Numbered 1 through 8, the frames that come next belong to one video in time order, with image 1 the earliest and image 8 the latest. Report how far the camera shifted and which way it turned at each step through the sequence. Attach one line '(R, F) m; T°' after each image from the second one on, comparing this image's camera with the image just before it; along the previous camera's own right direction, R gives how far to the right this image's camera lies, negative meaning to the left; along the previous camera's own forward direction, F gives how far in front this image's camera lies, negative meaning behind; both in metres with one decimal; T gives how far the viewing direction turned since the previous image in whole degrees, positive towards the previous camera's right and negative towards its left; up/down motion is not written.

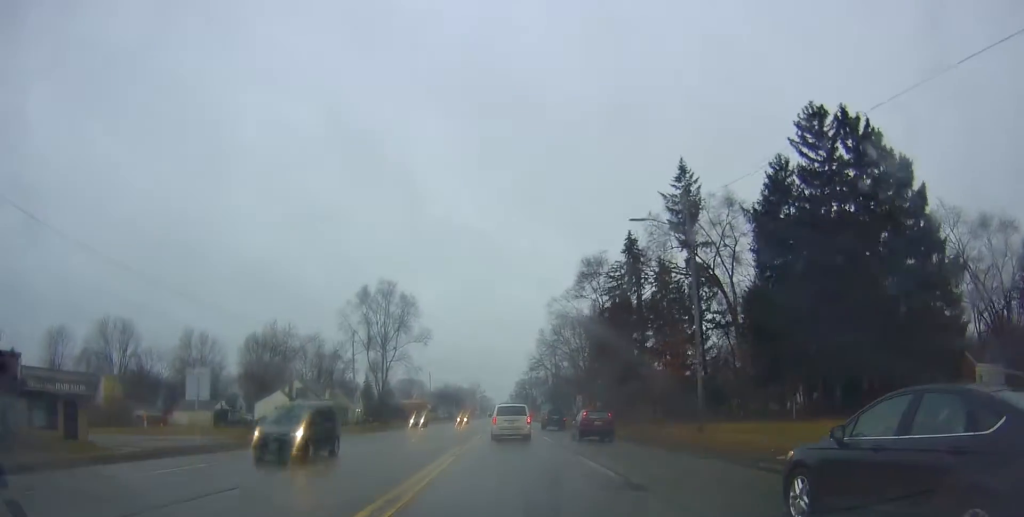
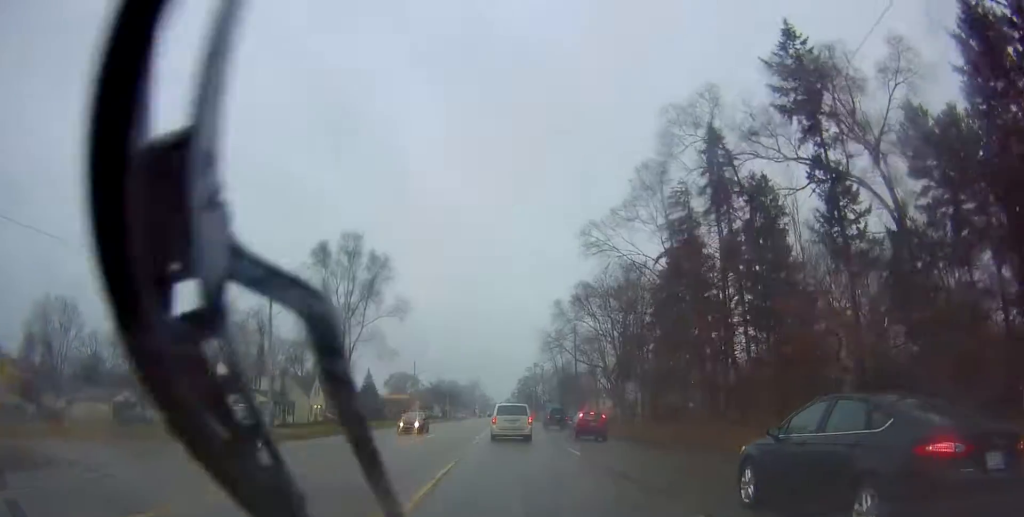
(-0.5, +23.7) m; 0°
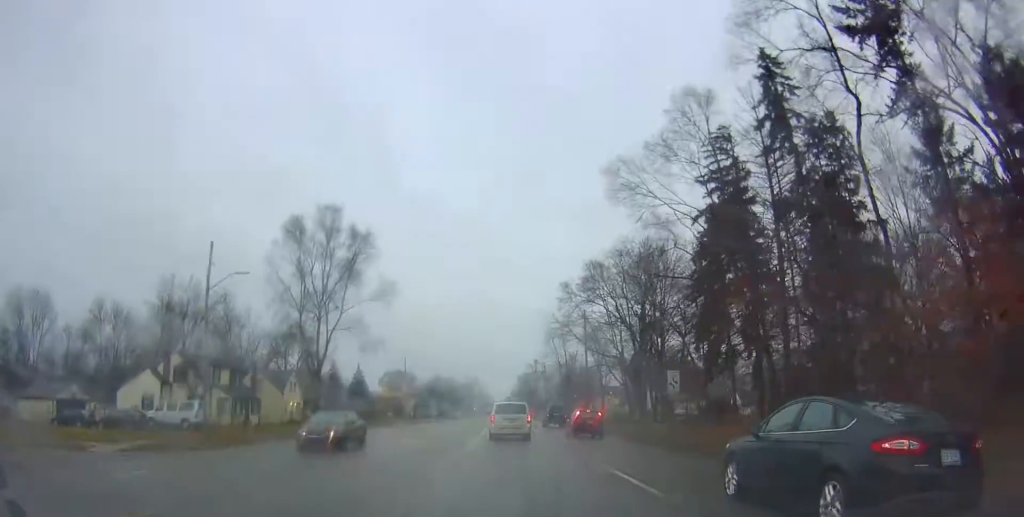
(+0.4, +9.2) m; +1°
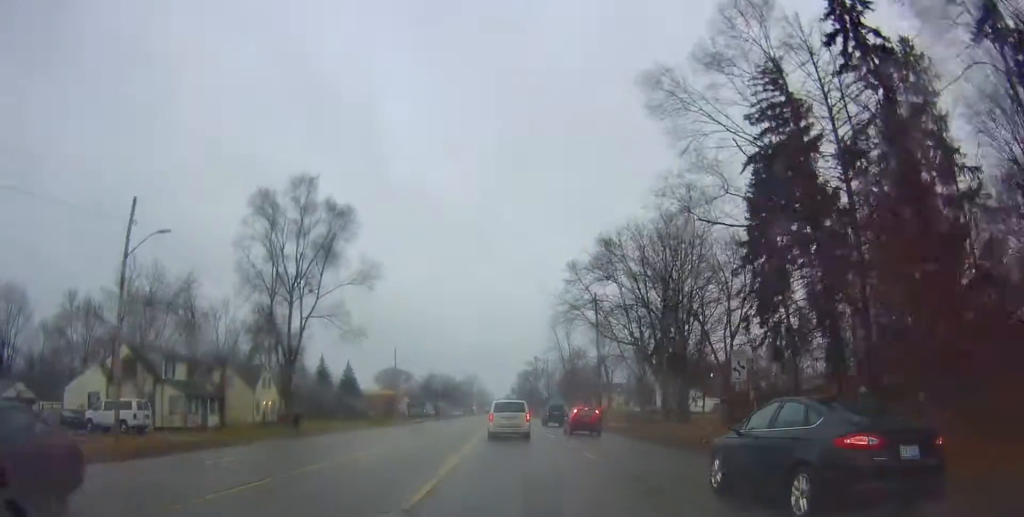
(+0.1, +8.0) m; 0°
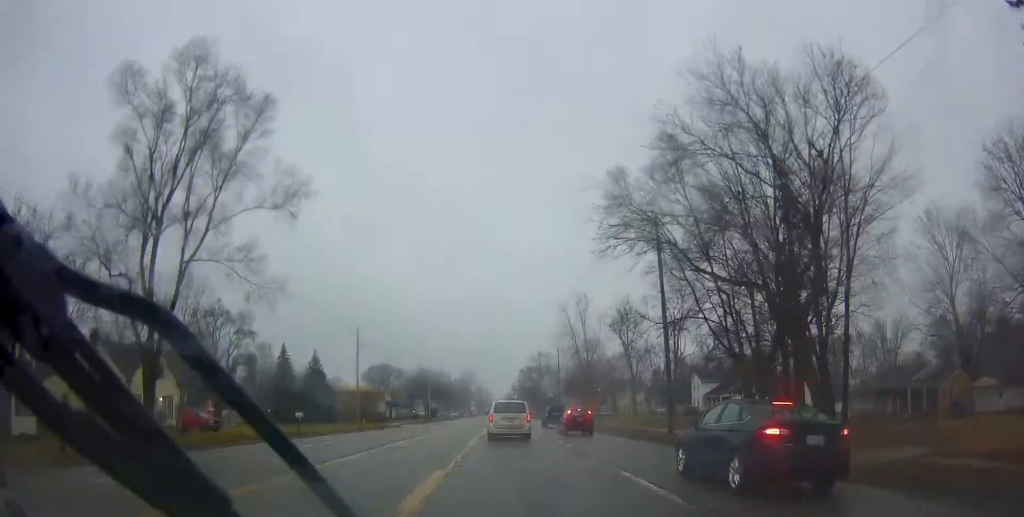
(-0.1, +22.3) m; +1°
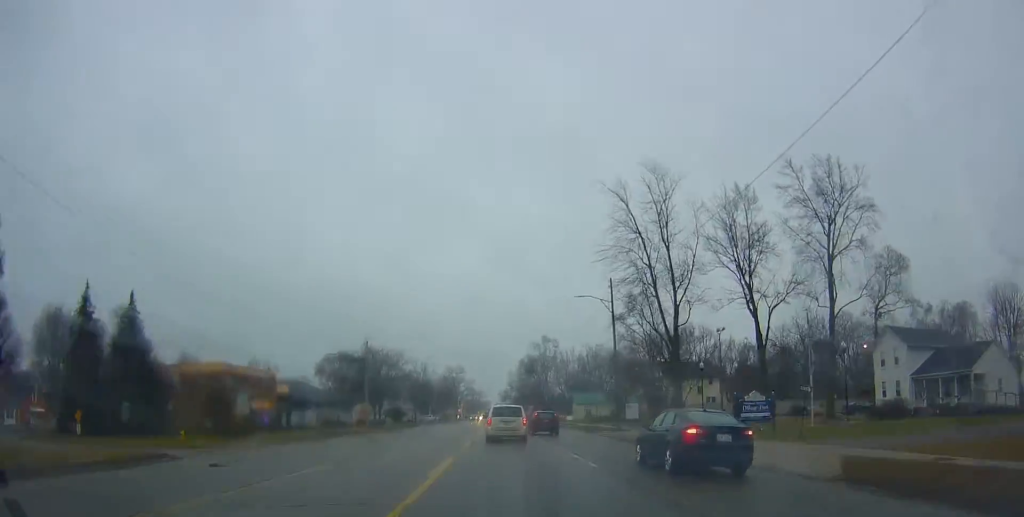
(-0.2, +52.9) m; -2°
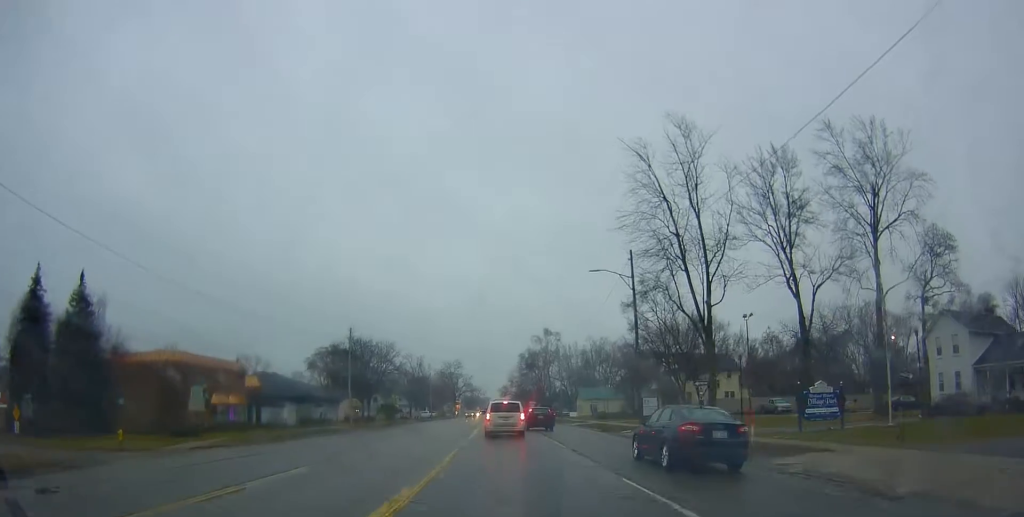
(-0.3, +7.7) m; 0°
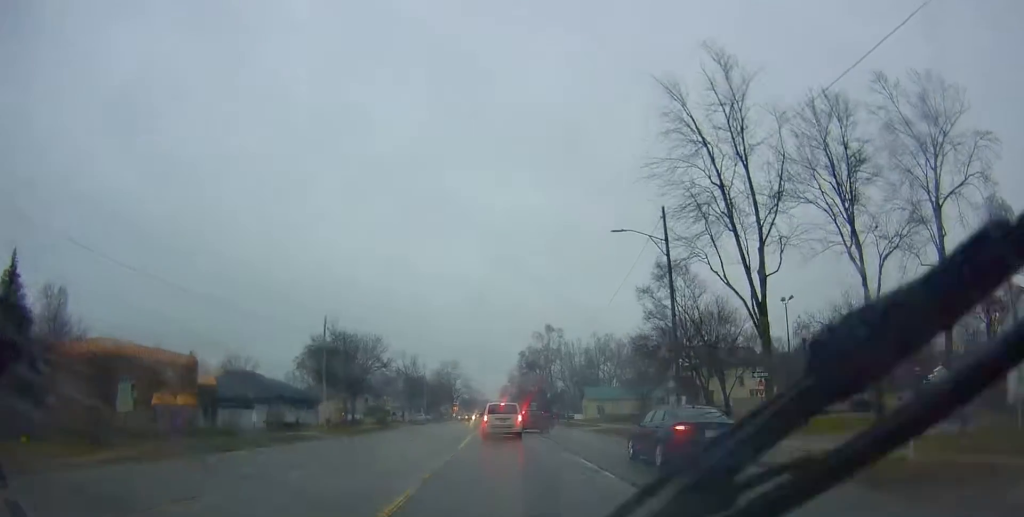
(+0.4, +8.8) m; +2°
